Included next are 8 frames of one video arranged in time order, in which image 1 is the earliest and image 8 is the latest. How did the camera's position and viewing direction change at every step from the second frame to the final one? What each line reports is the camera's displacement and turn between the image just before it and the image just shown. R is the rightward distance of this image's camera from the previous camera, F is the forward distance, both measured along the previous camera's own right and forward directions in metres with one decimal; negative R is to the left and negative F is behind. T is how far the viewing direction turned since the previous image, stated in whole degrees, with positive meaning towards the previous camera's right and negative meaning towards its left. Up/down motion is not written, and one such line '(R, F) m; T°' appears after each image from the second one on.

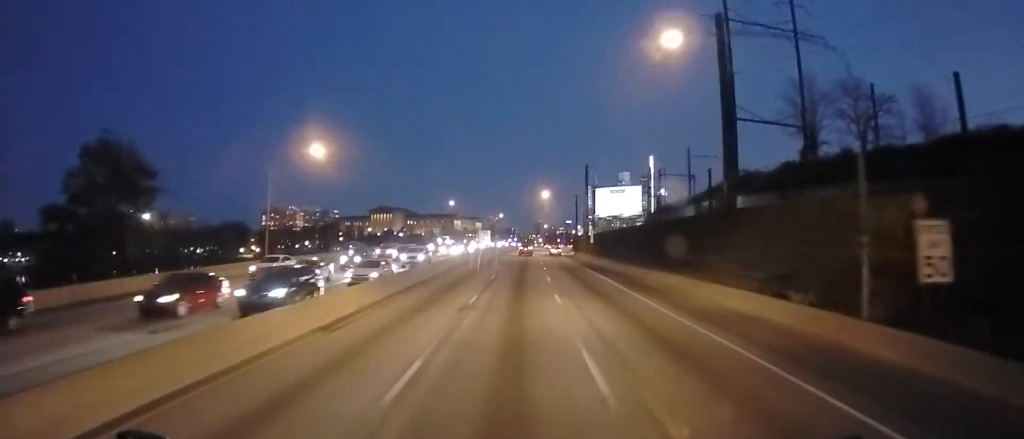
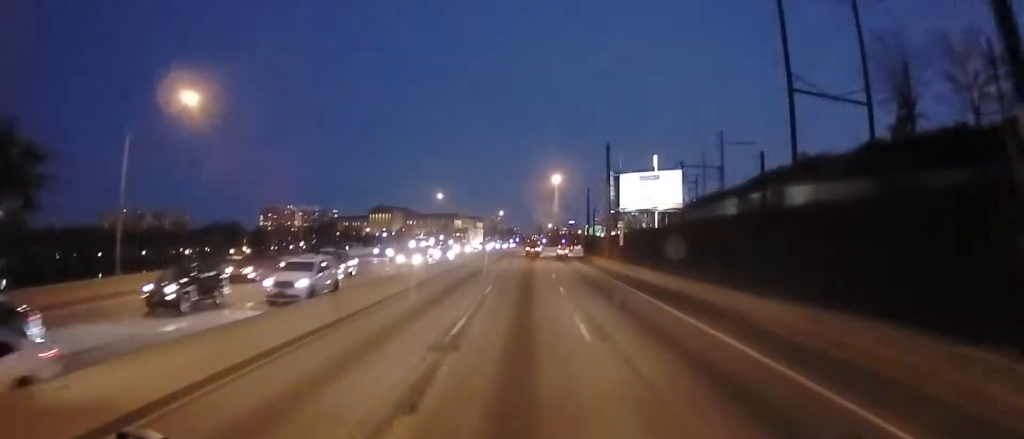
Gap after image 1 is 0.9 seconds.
(0.0, +20.1) m; 0°
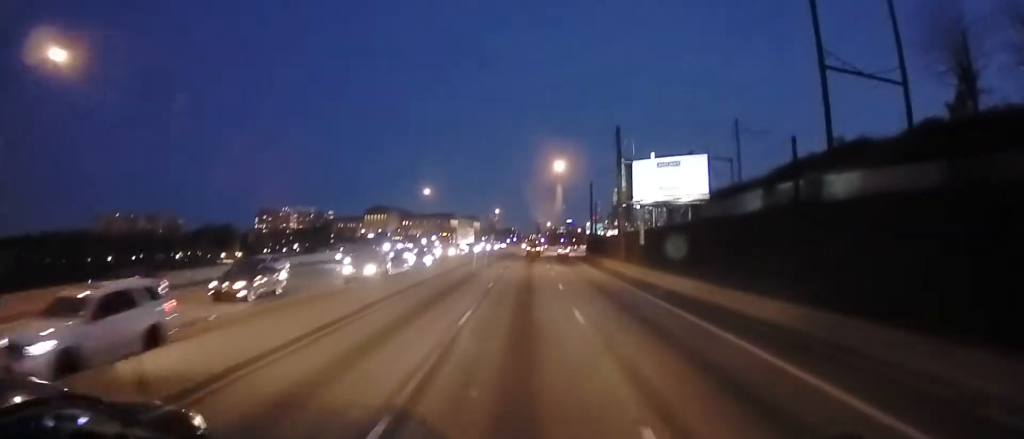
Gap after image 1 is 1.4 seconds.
(0.0, +10.1) m; 0°
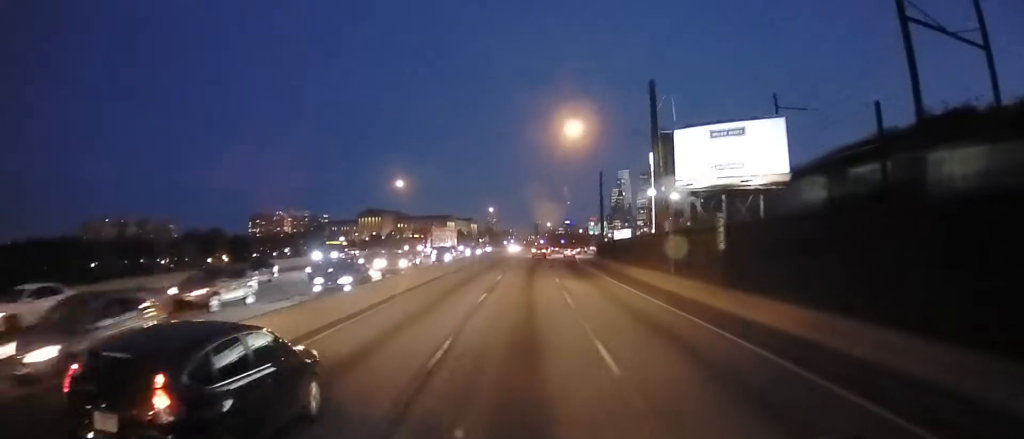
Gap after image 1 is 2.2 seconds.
(-0.2, +17.3) m; +1°
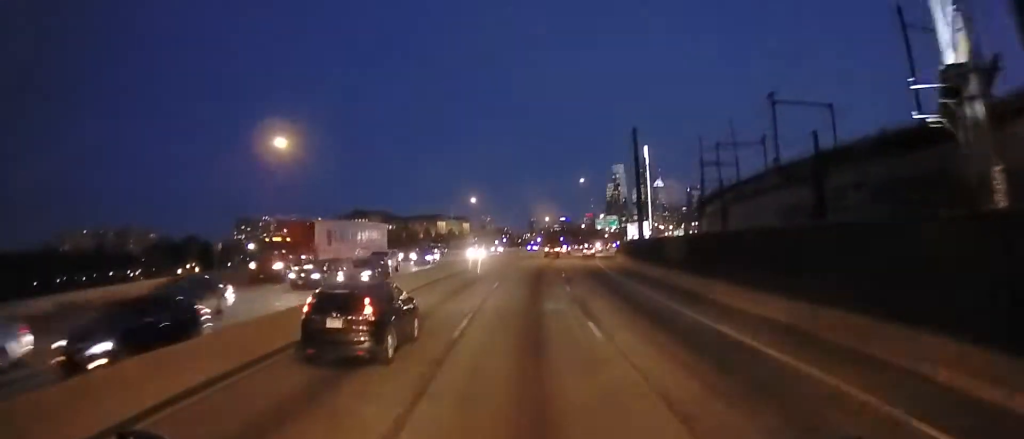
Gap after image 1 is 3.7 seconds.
(+1.2, +32.9) m; +1°
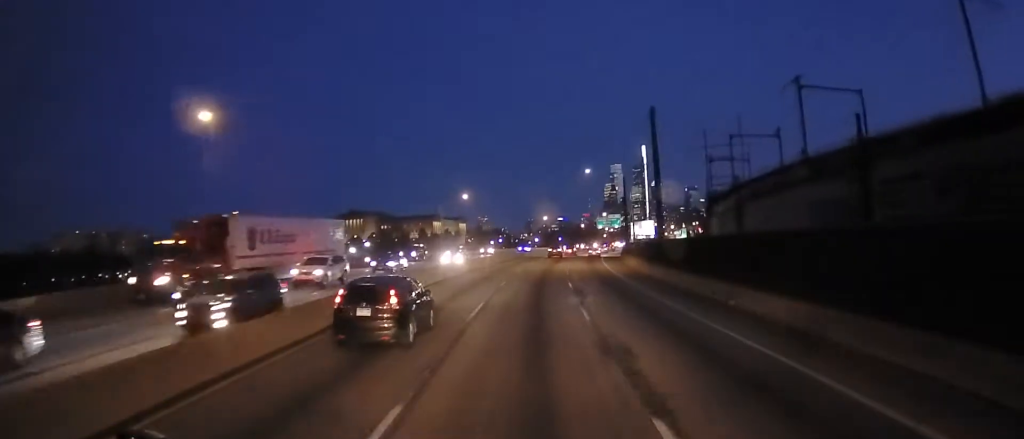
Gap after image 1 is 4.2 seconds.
(+0.1, +9.2) m; 0°
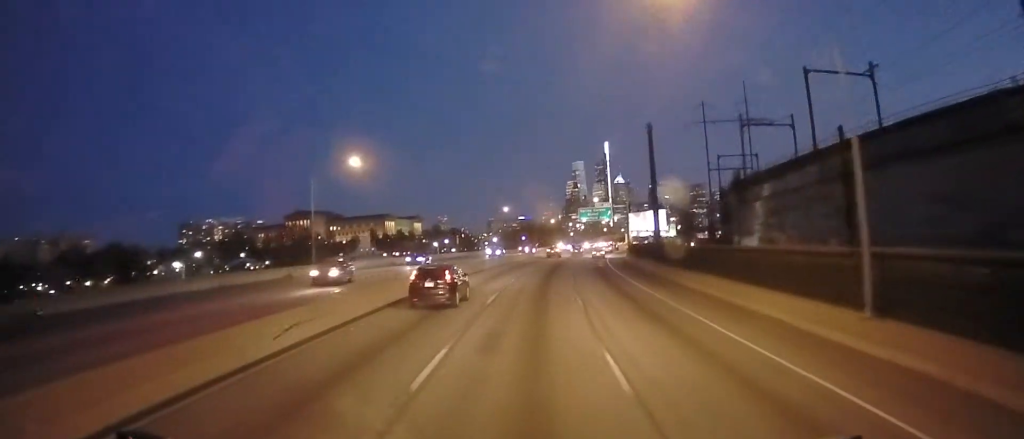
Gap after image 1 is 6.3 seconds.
(+0.3, +44.2) m; +4°
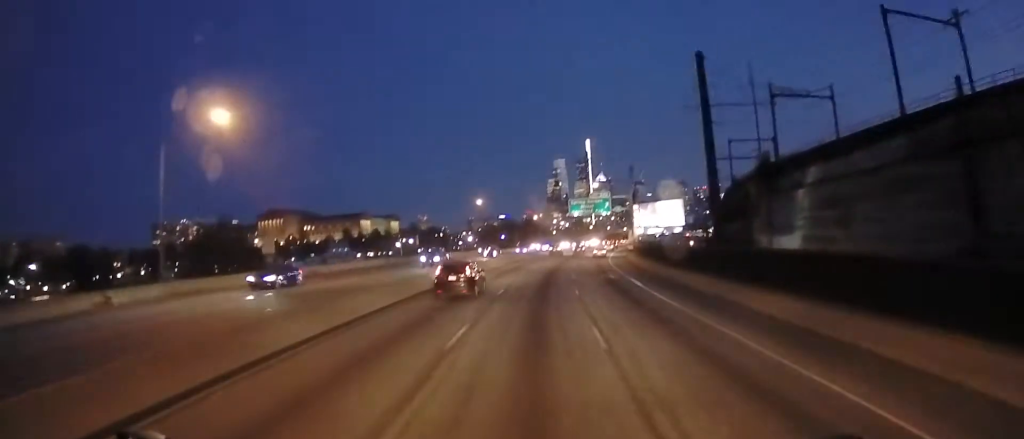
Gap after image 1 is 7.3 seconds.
(+0.6, +21.0) m; +2°
